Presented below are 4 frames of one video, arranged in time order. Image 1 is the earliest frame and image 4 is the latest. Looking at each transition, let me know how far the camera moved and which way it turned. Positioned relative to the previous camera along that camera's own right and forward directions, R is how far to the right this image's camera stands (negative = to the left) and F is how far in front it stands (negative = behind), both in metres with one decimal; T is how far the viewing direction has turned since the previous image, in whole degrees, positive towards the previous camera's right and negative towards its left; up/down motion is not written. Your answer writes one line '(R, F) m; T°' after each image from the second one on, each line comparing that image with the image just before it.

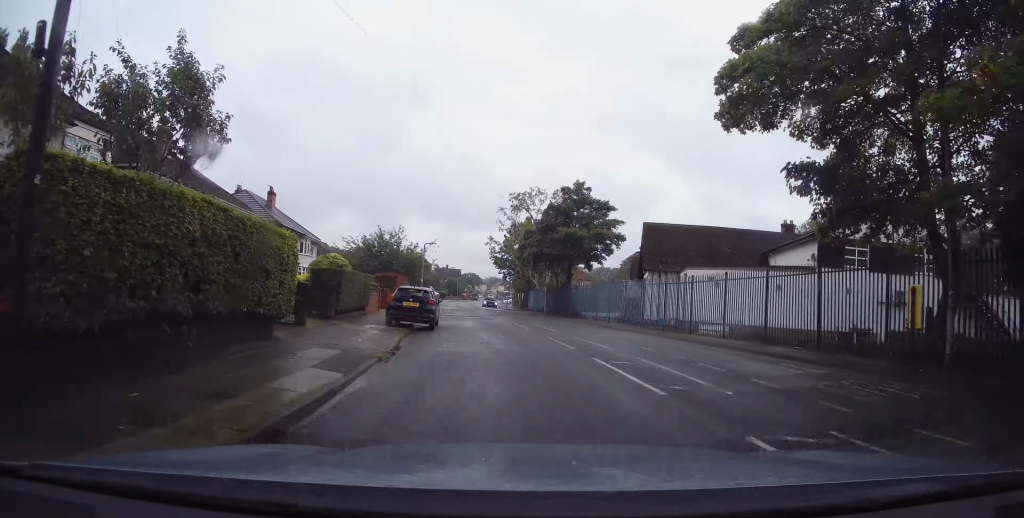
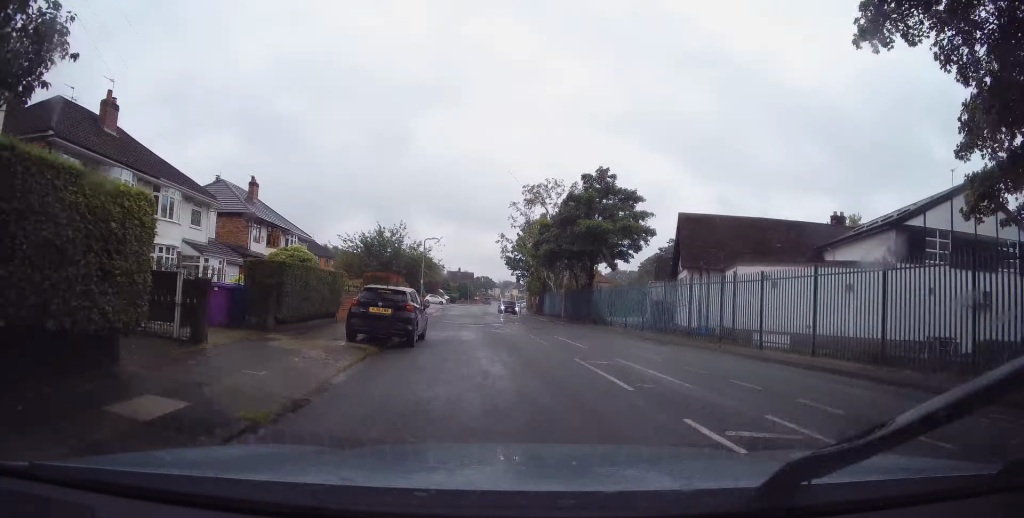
(-0.1, +5.8) m; -1°
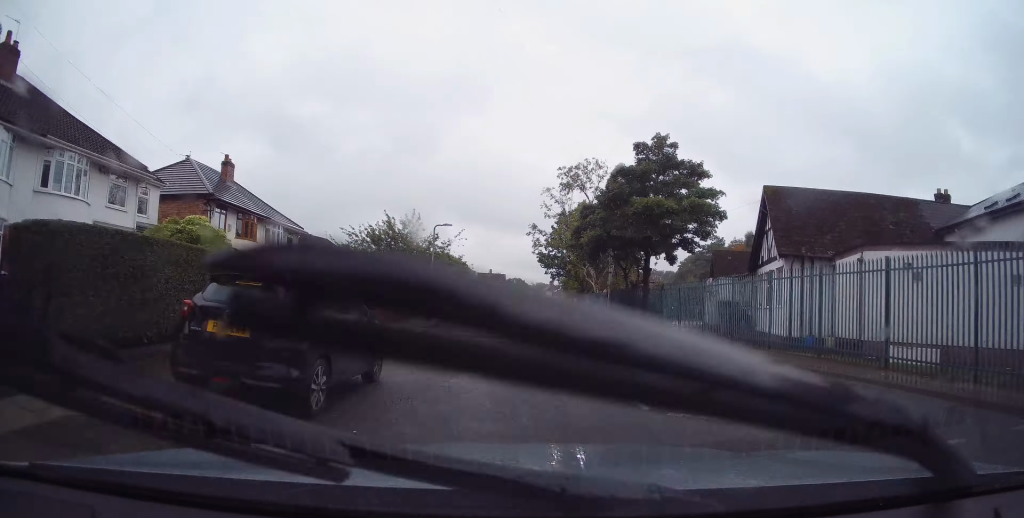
(-0.1, +8.1) m; -3°
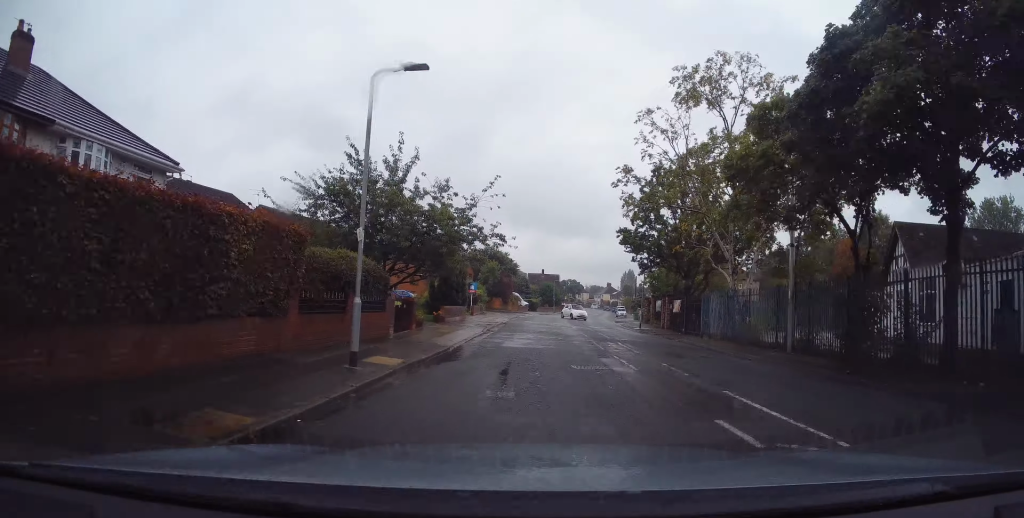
(-1.4, +19.6) m; -6°
